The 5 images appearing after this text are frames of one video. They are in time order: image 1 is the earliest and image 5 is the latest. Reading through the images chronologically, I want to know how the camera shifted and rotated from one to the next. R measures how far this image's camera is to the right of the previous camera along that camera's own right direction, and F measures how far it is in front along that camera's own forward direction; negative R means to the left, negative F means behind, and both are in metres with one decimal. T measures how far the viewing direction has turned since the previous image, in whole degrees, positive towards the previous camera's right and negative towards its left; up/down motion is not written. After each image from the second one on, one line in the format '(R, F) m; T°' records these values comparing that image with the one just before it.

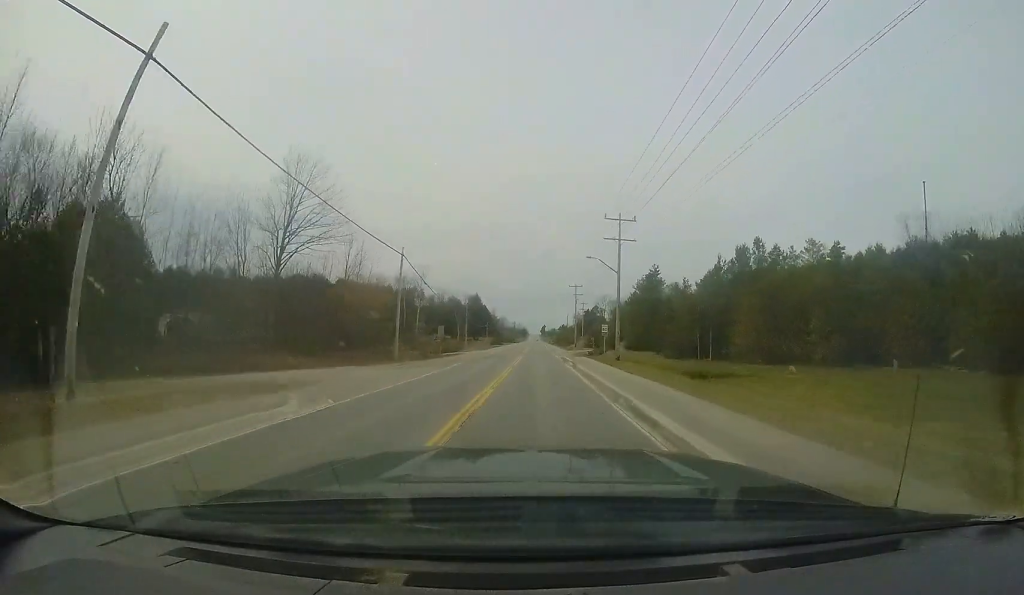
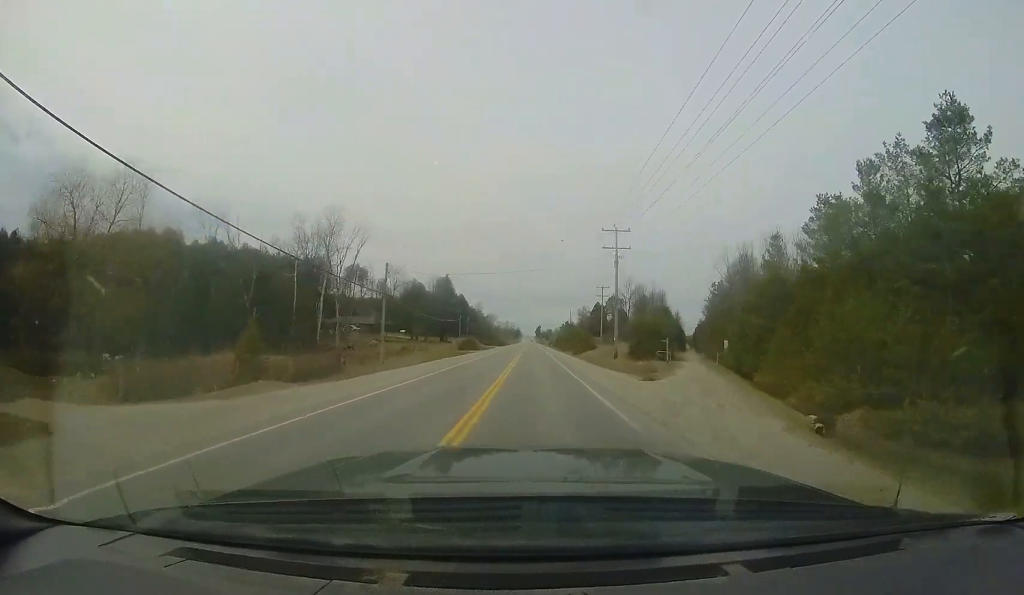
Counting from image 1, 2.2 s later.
(-0.1, +44.8) m; 0°
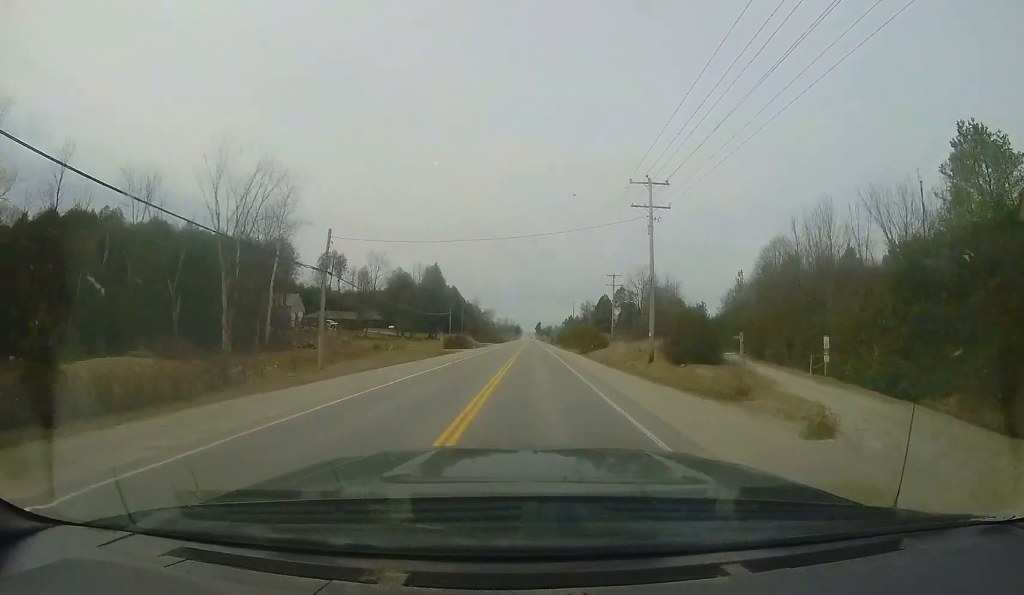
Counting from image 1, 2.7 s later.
(-0.2, +11.9) m; +1°
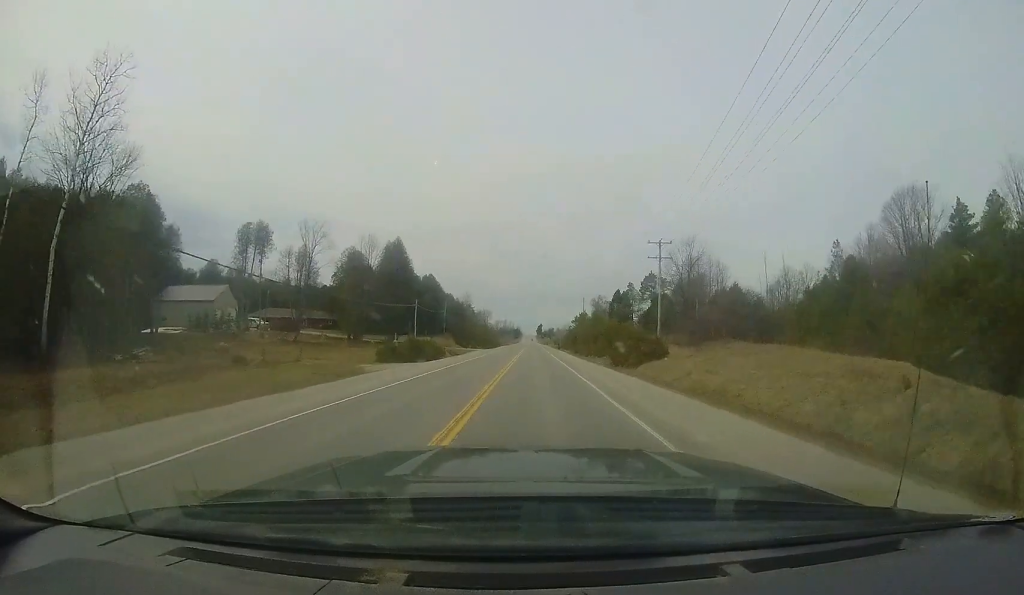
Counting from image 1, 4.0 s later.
(+0.4, +27.0) m; -1°
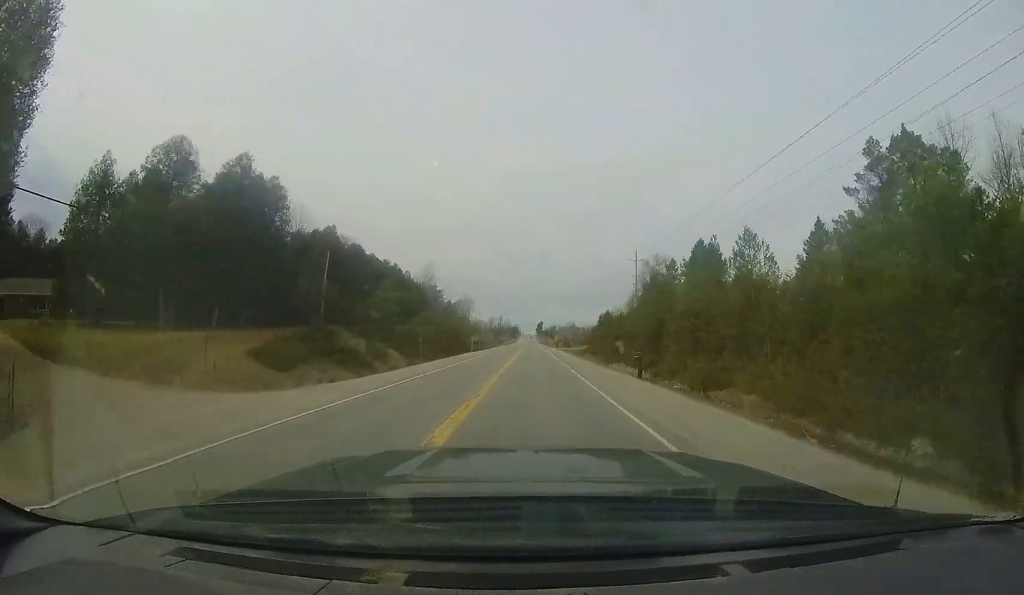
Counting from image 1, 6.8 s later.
(+0.2, +61.2) m; +1°
